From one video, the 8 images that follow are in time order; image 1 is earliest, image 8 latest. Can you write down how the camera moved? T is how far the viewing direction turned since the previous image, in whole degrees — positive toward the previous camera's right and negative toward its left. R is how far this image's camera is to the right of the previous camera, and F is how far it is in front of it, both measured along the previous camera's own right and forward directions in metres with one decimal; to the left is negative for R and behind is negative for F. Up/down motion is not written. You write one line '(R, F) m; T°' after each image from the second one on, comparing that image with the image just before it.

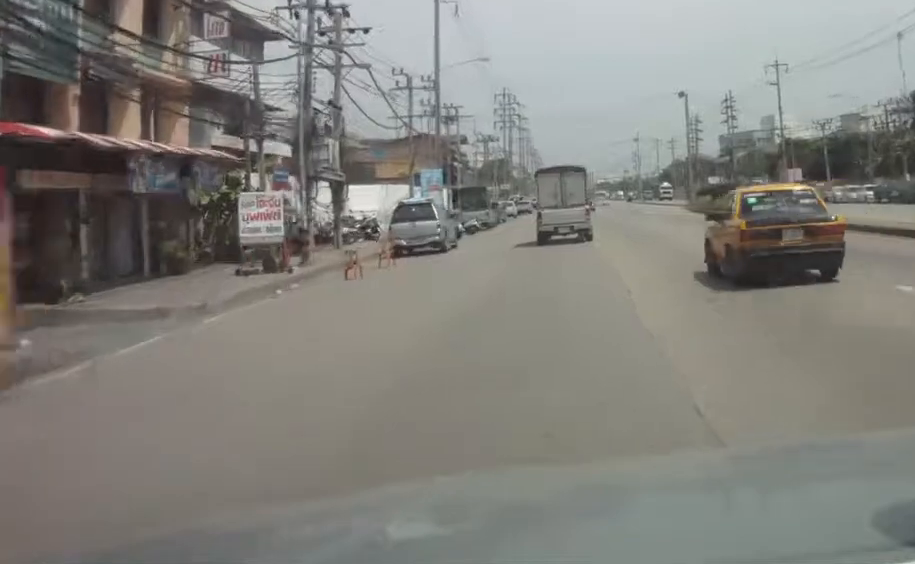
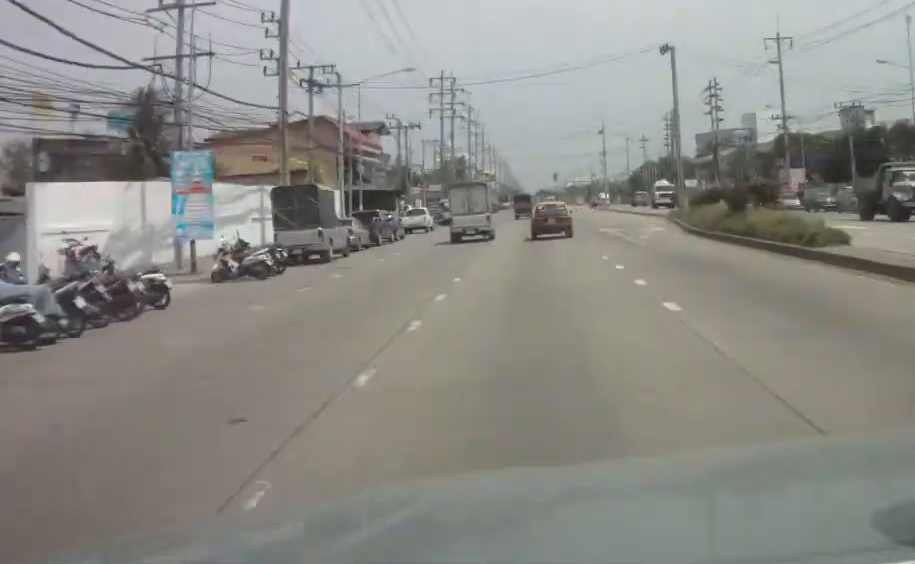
(+0.5, +28.8) m; +1°
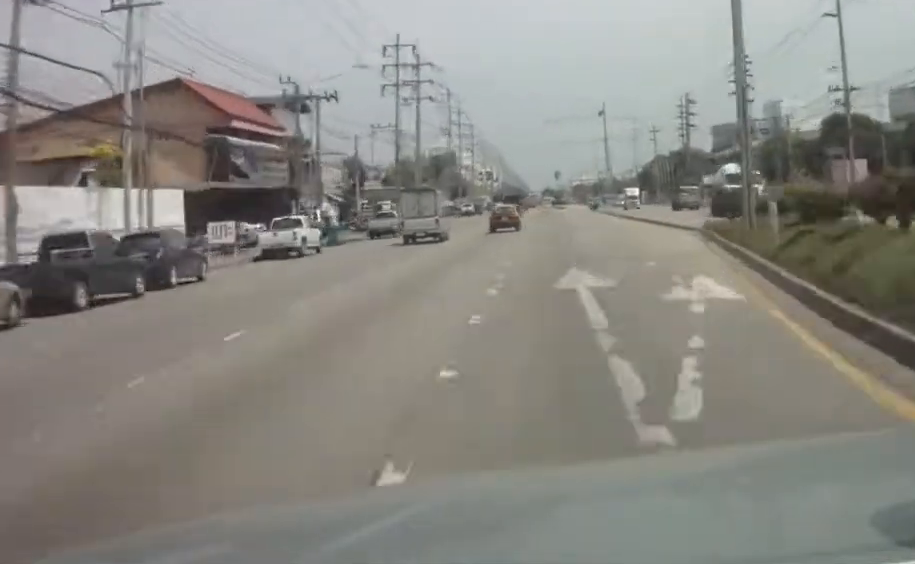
(-0.1, +26.1) m; -1°
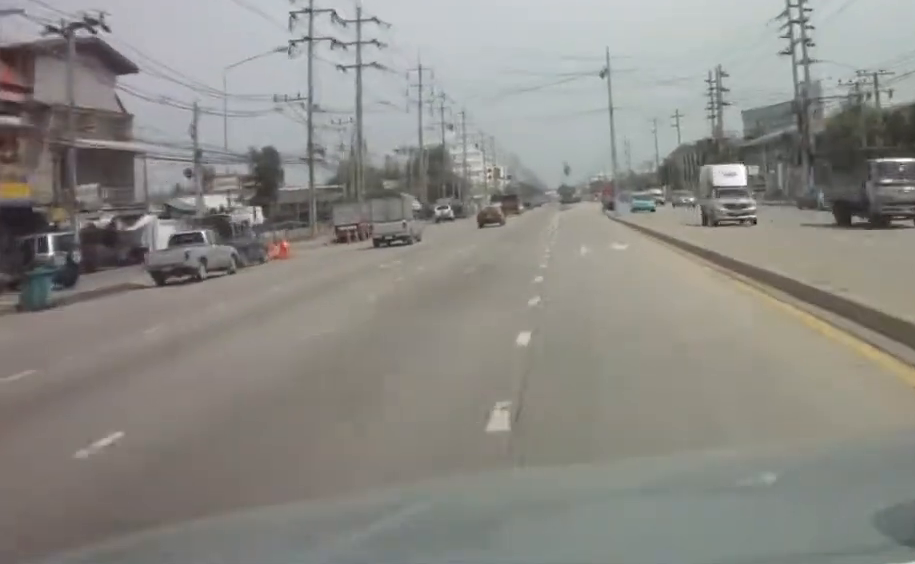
(-0.2, +29.1) m; -1°
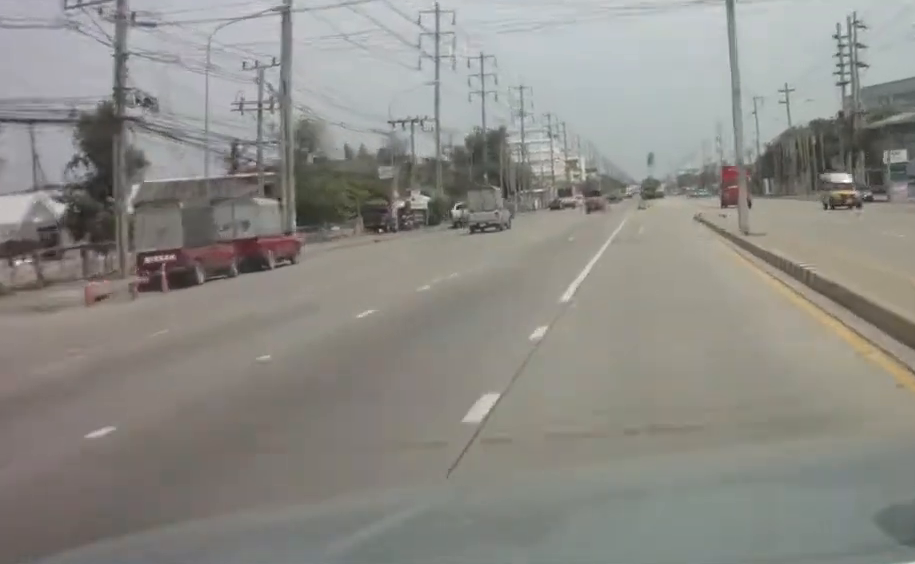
(-0.6, +34.8) m; -1°
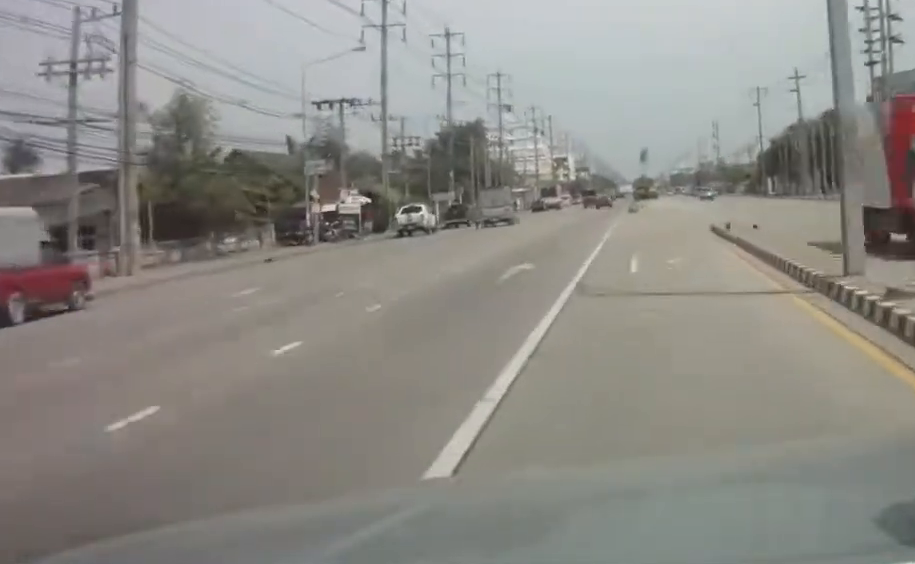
(0.0, +15.8) m; 0°
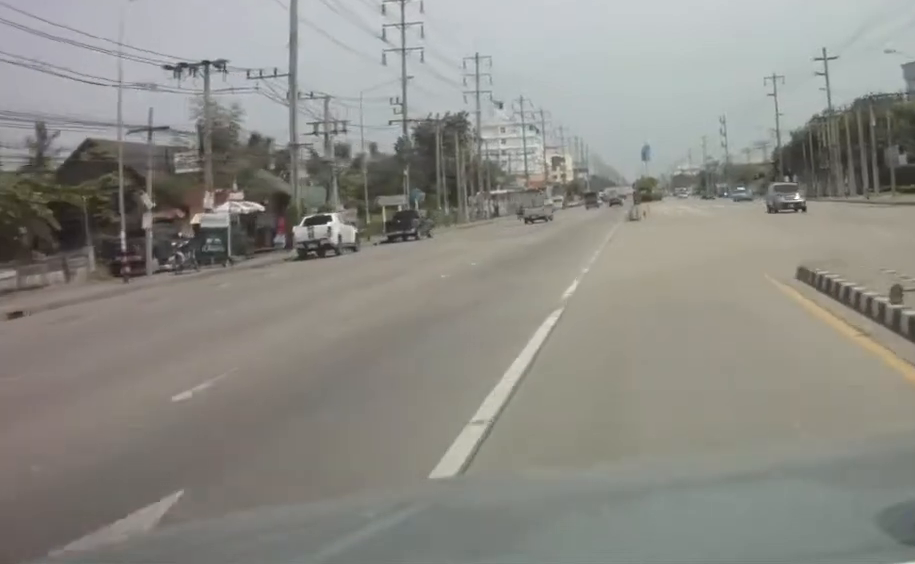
(-0.1, +18.3) m; 0°
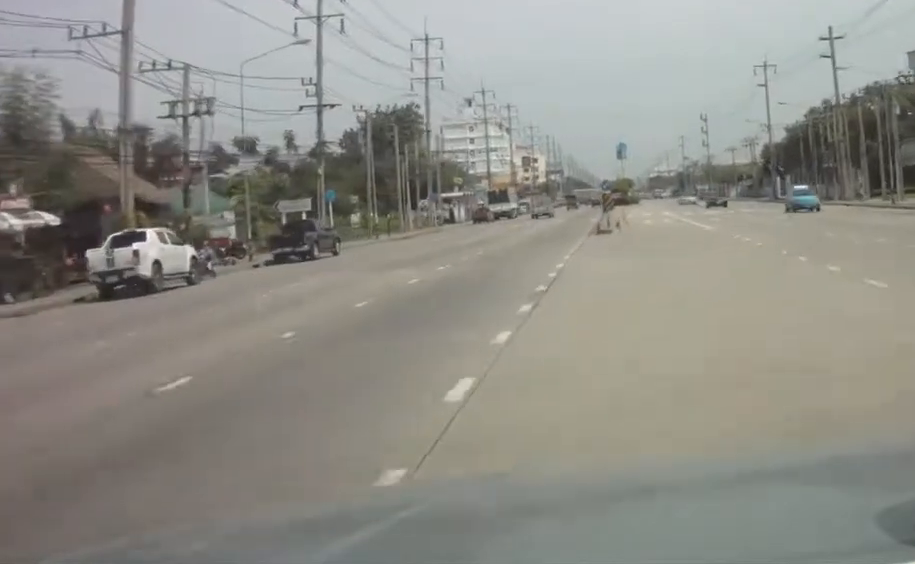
(0.0, +15.4) m; 0°
